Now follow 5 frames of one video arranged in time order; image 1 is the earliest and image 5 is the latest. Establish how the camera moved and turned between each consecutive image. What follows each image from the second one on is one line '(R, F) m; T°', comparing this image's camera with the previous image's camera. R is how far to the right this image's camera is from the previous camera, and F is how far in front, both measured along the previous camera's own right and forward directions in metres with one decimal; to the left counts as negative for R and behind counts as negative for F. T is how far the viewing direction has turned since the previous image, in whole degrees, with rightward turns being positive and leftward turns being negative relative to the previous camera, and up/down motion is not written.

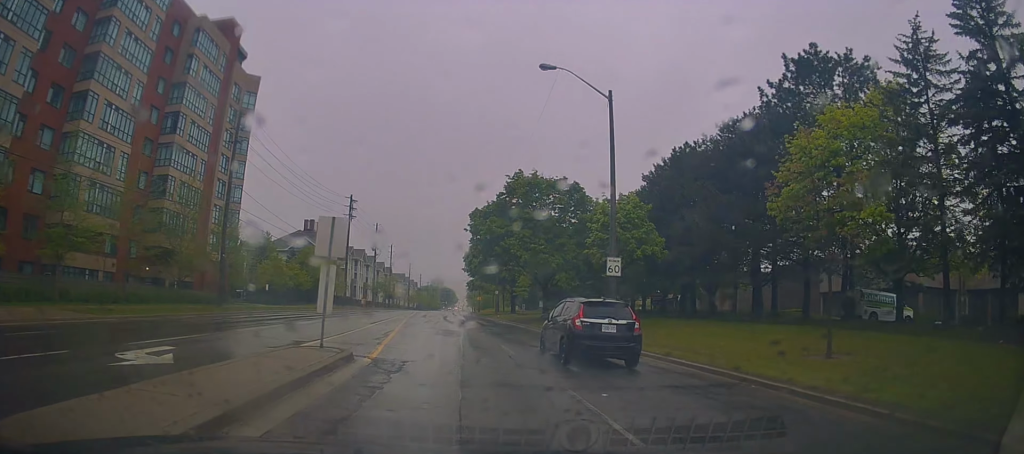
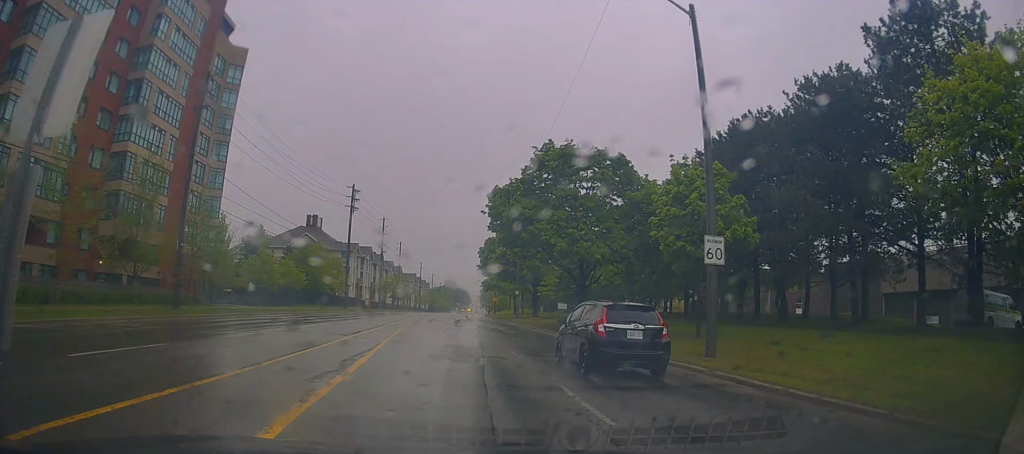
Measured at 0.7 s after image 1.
(+0.1, +8.2) m; -4°
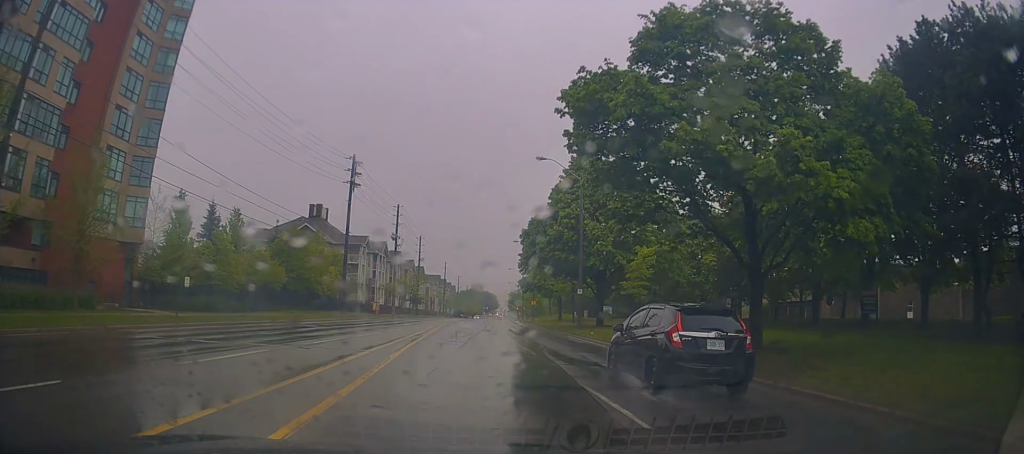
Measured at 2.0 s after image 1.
(-1.2, +17.2) m; -3°
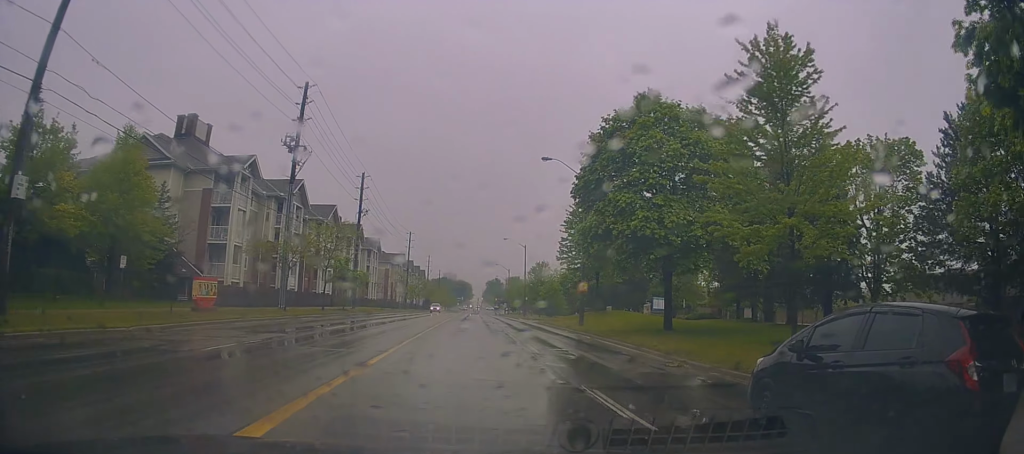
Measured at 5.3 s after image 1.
(+2.3, +43.6) m; +4°
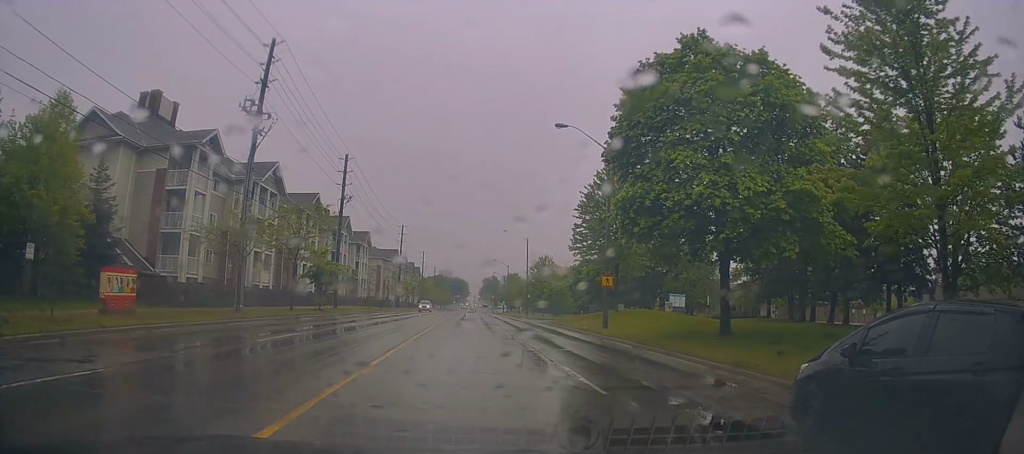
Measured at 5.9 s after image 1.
(-0.2, +7.1) m; +1°
